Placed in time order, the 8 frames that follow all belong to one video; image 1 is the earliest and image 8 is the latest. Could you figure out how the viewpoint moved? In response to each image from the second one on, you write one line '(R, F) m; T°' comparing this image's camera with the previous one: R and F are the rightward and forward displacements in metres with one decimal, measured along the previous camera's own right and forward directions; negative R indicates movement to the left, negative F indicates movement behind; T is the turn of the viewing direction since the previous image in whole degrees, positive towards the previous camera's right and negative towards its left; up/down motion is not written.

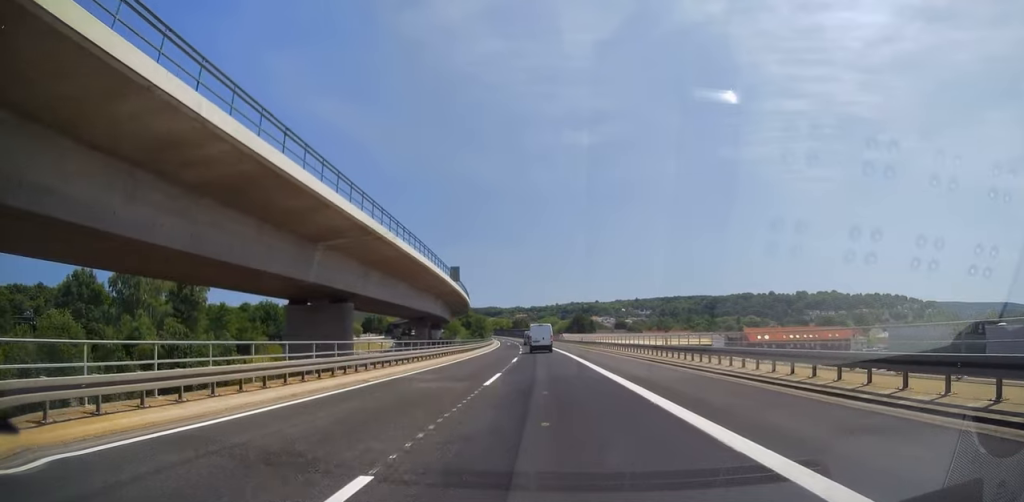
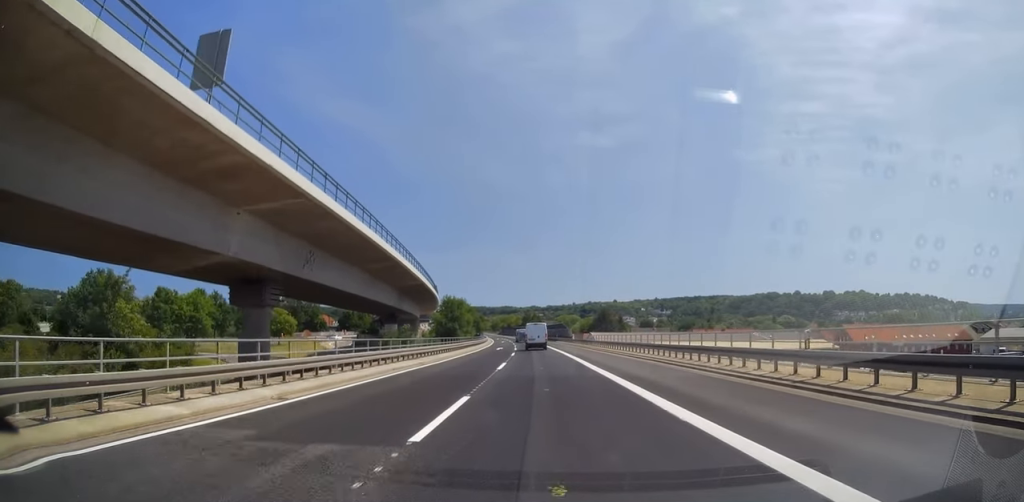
(-0.3, +63.4) m; 0°
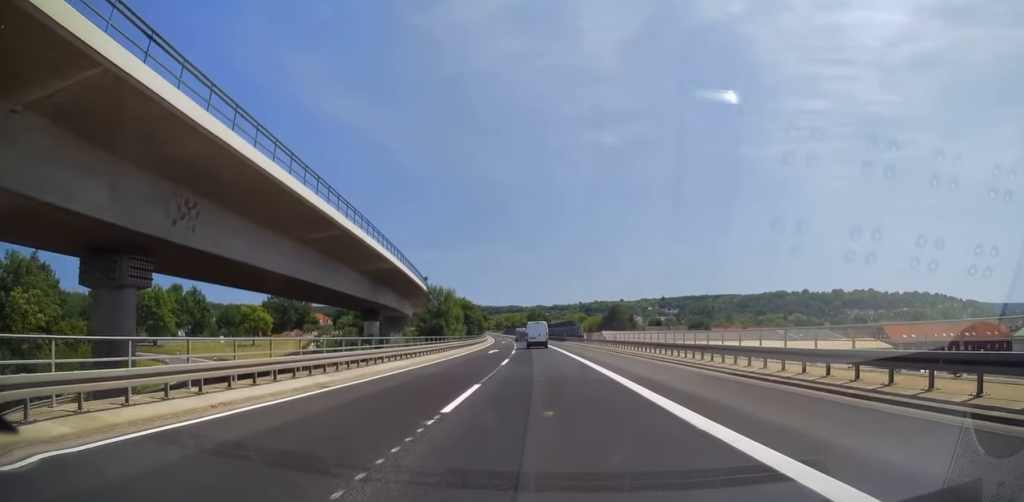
(0.0, +15.1) m; -1°
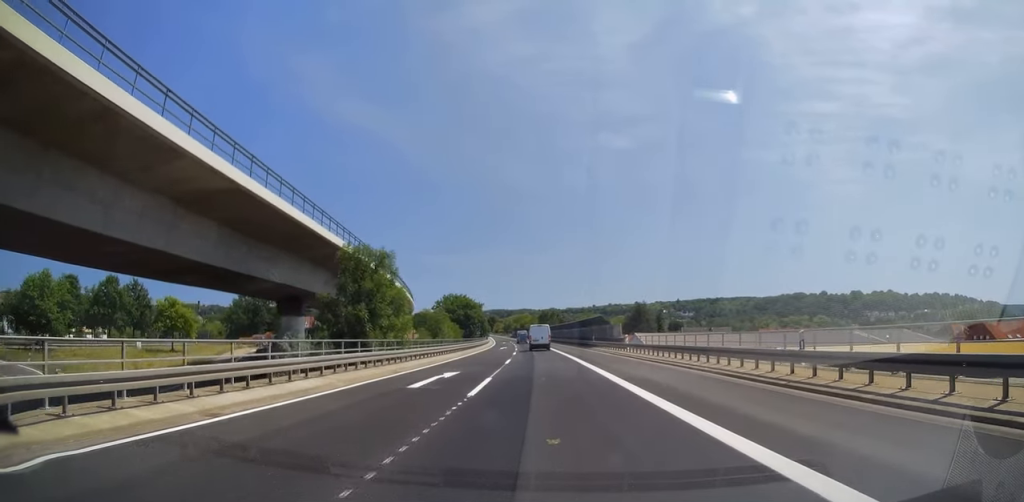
(-0.4, +32.7) m; -1°
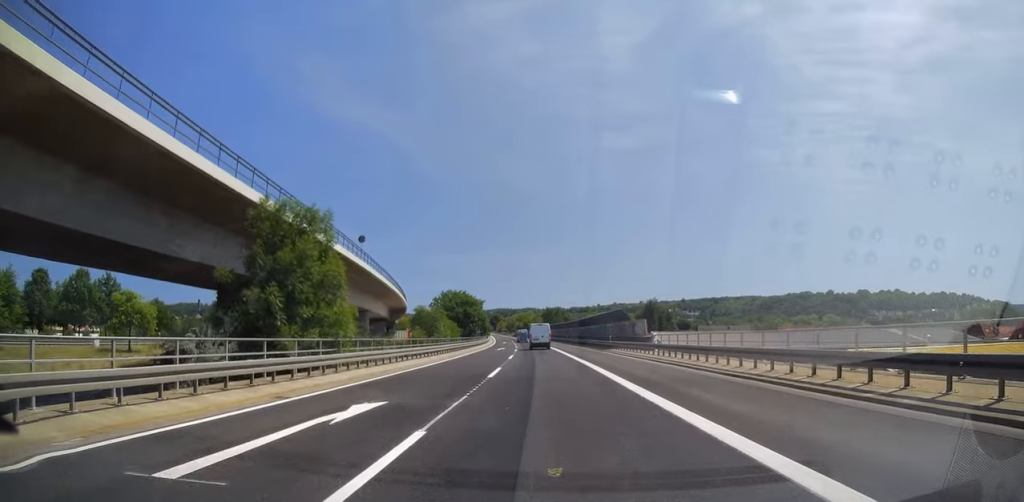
(-0.1, +11.9) m; 0°
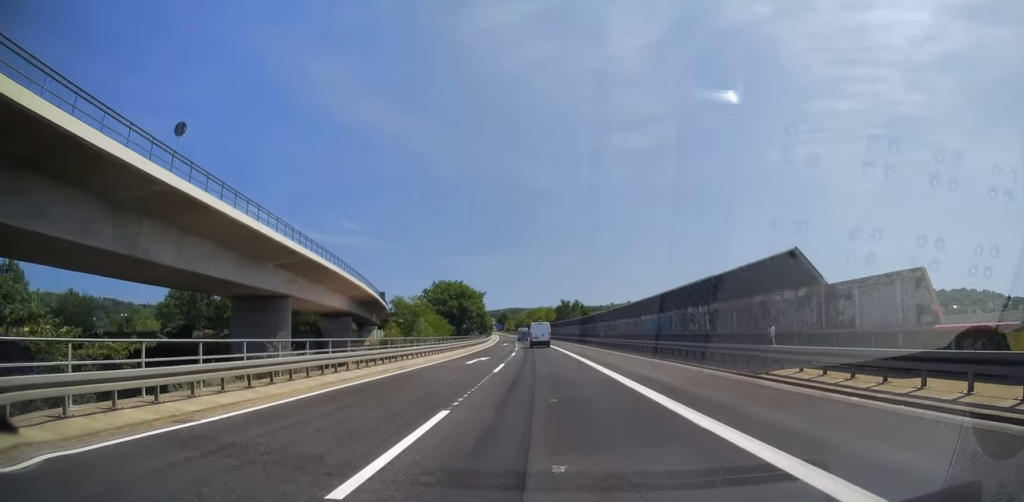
(-0.1, +33.7) m; -1°
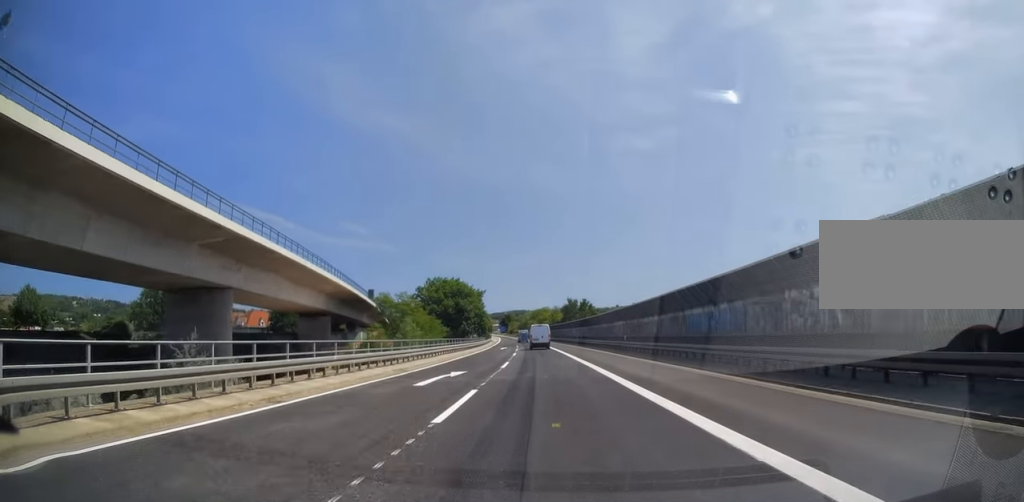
(+0.1, +13.3) m; -1°
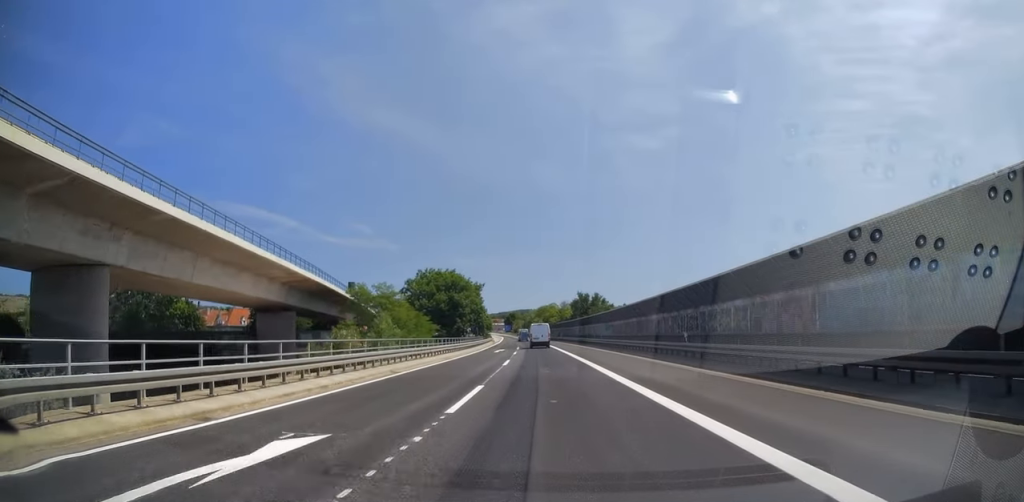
(-0.2, +16.8) m; -1°
